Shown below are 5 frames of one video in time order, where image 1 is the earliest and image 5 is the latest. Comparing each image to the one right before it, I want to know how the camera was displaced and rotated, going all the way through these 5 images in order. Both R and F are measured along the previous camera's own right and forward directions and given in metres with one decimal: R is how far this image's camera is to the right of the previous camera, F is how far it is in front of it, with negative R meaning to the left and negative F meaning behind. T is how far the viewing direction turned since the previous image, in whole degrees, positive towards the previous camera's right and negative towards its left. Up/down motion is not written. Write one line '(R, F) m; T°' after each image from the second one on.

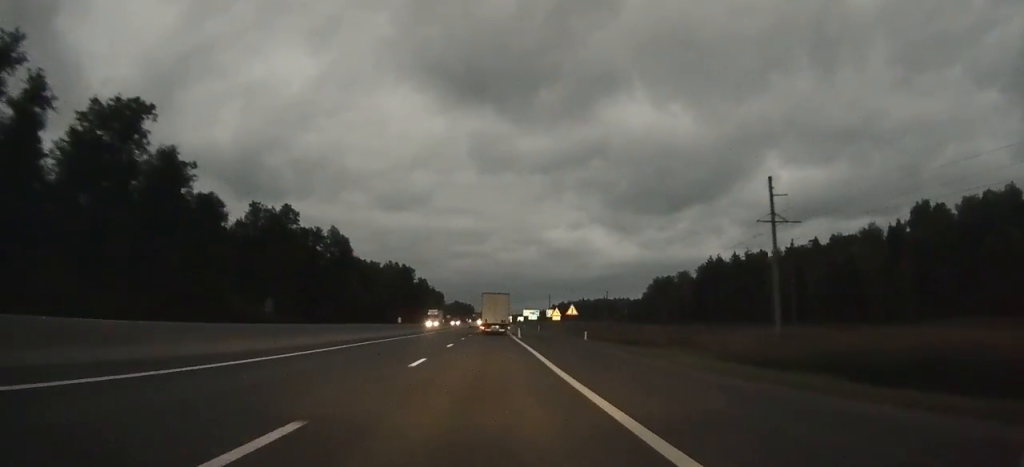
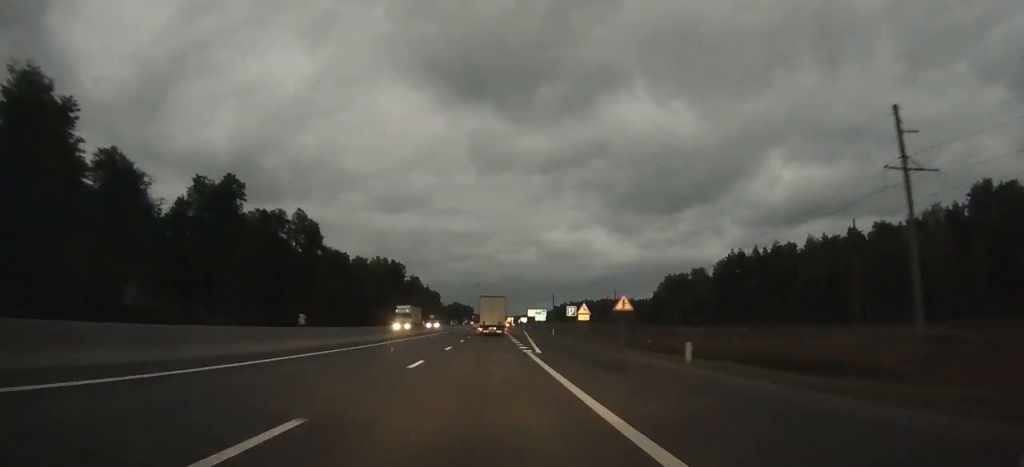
(+0.1, +23.4) m; 0°
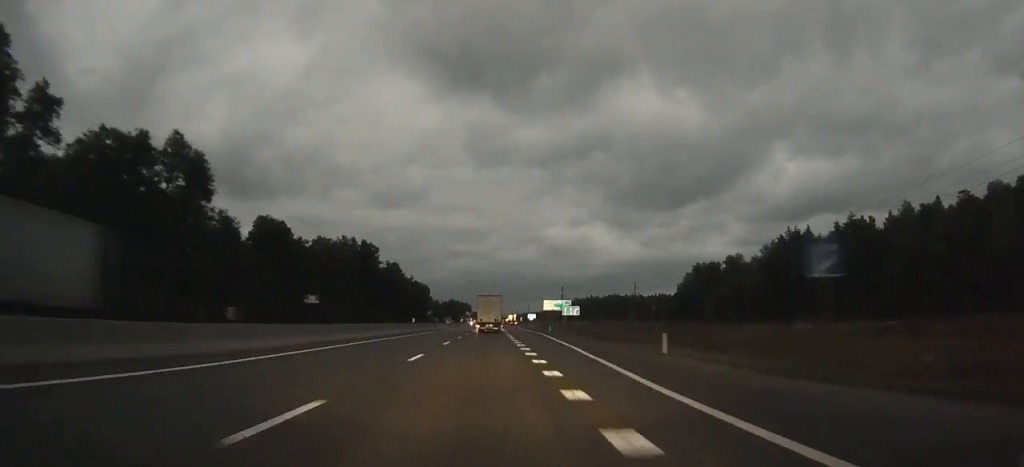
(+0.2, +46.0) m; 0°
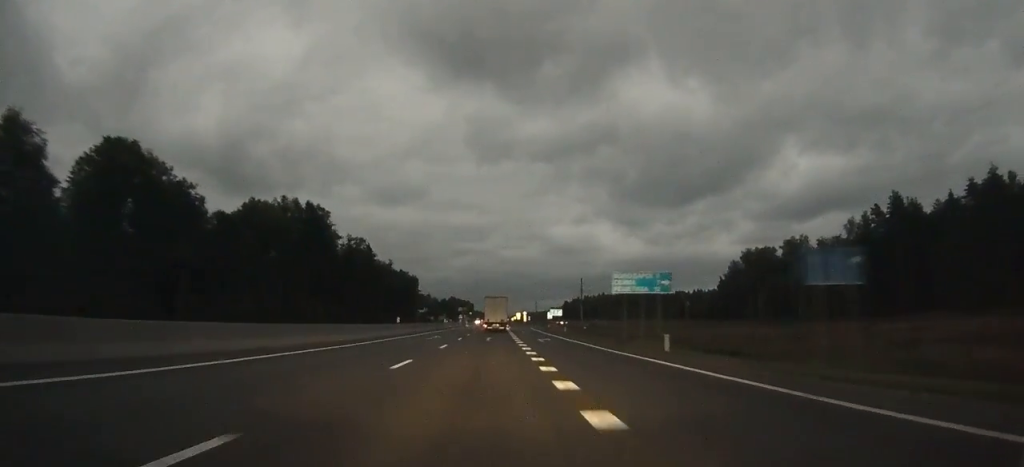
(-0.1, +50.4) m; 0°
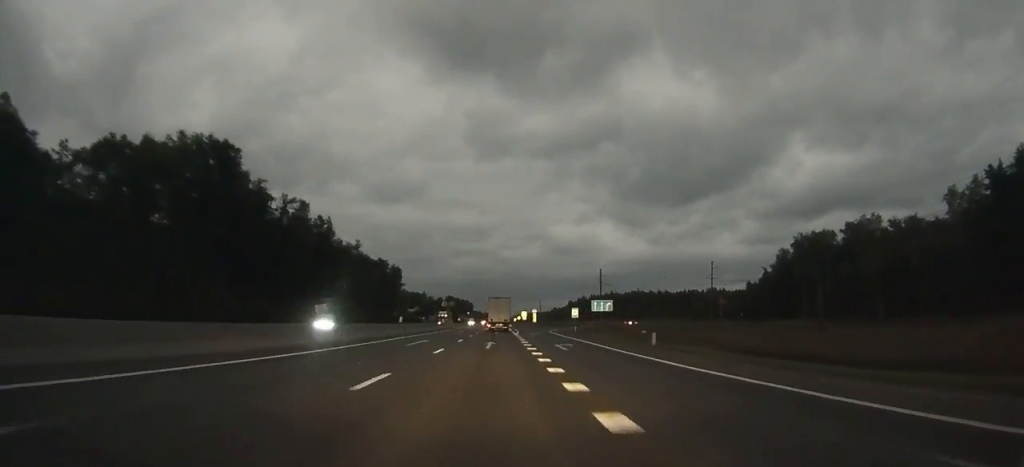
(0.0, +39.7) m; 0°
